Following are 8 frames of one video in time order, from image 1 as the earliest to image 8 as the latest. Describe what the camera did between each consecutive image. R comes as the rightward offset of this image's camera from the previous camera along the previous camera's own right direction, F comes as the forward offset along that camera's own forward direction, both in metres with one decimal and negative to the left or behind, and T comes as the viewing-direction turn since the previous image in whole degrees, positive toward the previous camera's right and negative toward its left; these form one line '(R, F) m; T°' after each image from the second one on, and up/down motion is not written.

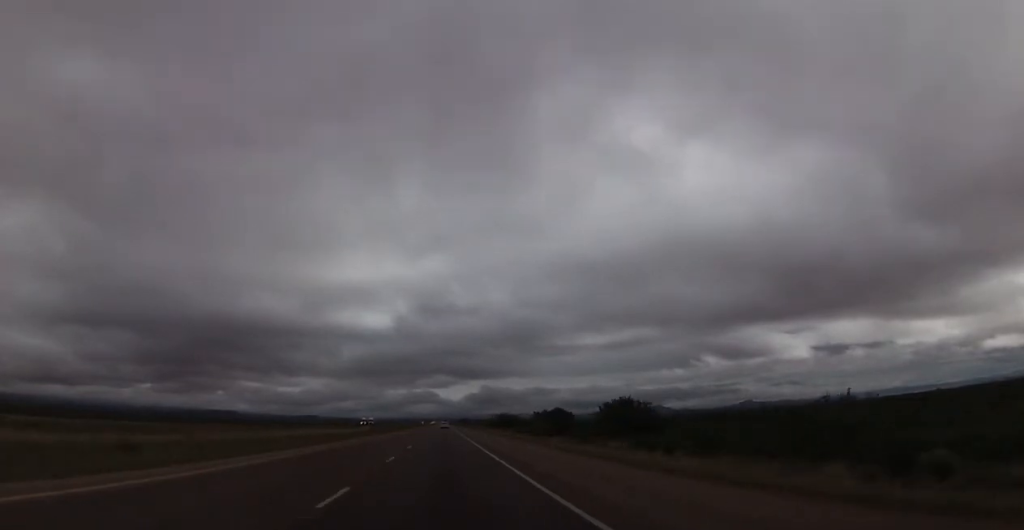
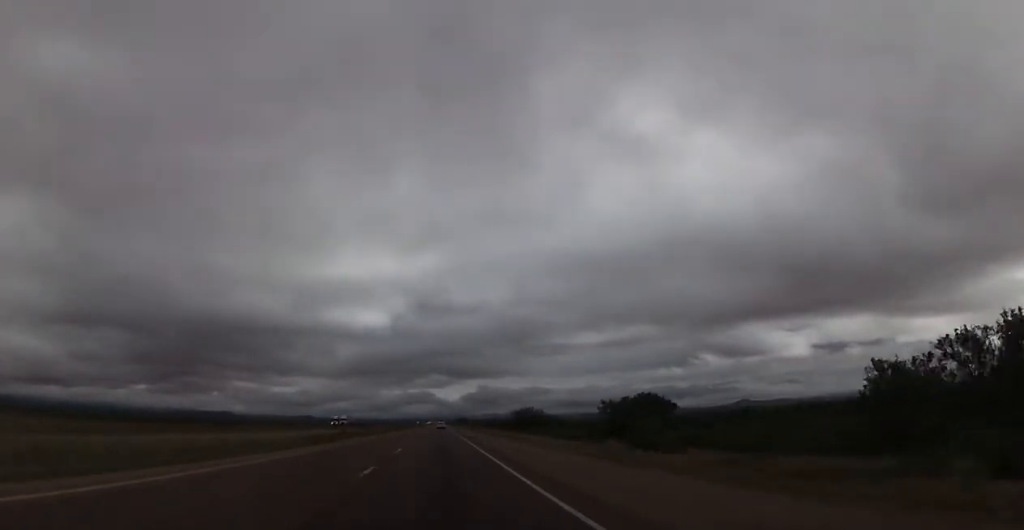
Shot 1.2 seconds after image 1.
(-0.3, +42.4) m; 0°
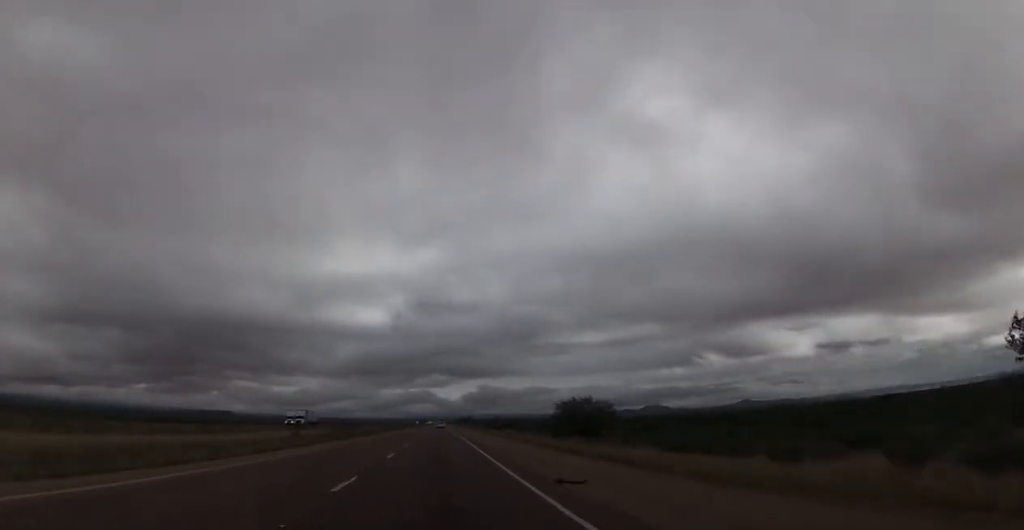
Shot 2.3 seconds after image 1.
(+0.3, +40.0) m; +1°
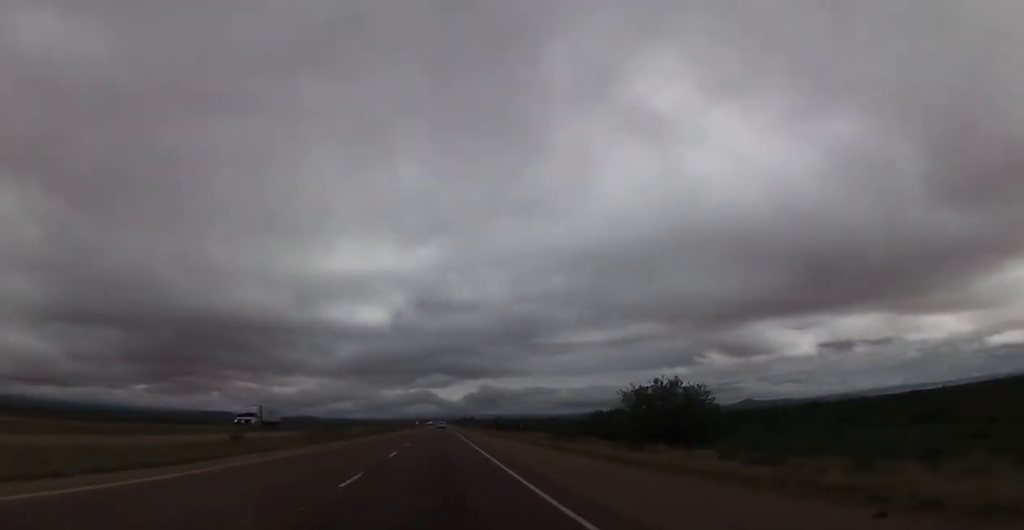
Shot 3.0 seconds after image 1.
(+0.3, +23.5) m; 0°
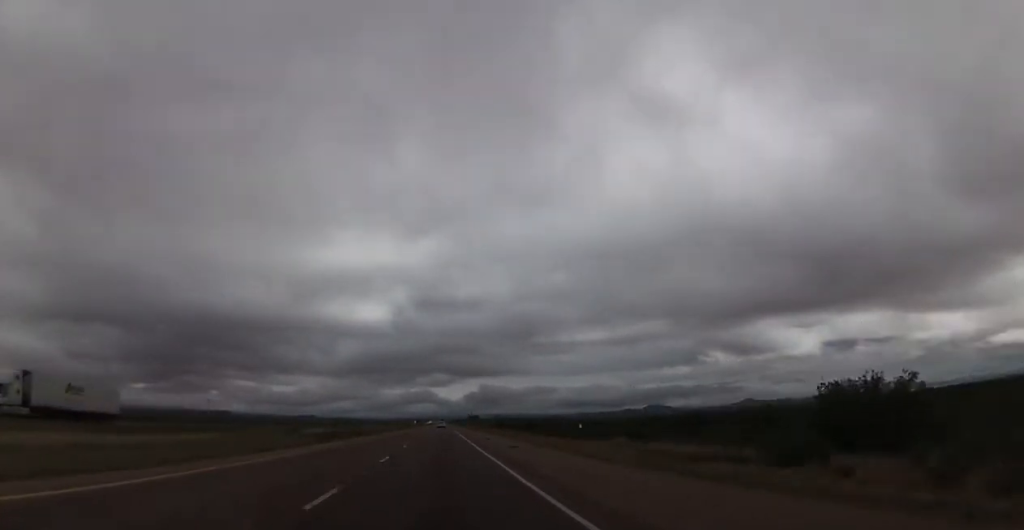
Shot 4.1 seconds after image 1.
(-0.5, +40.0) m; -1°
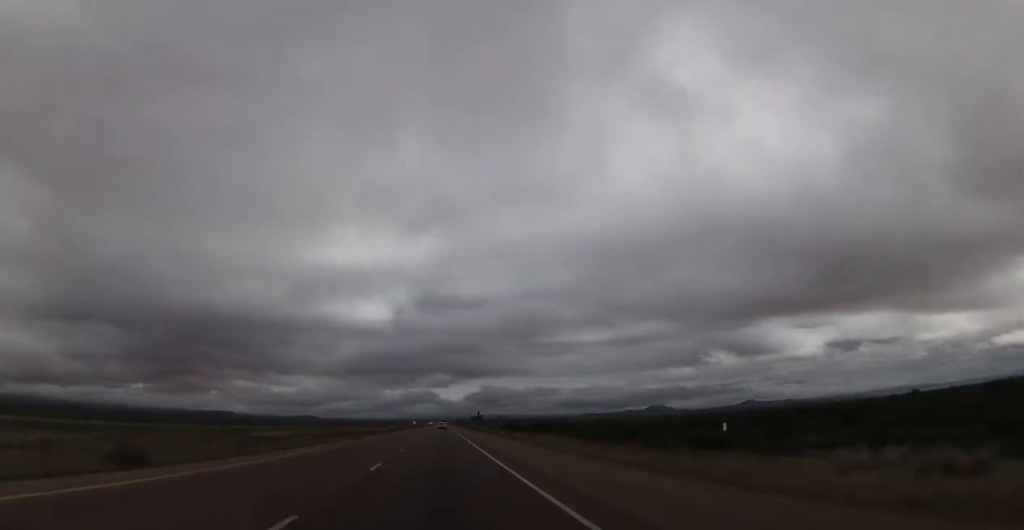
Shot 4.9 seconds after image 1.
(0.0, +28.3) m; -1°
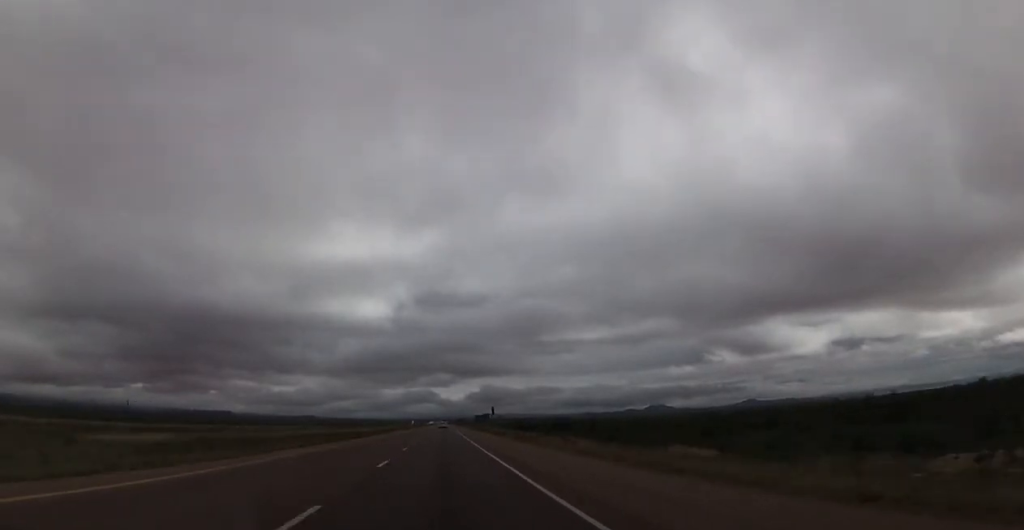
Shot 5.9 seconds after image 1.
(-0.4, +35.3) m; 0°
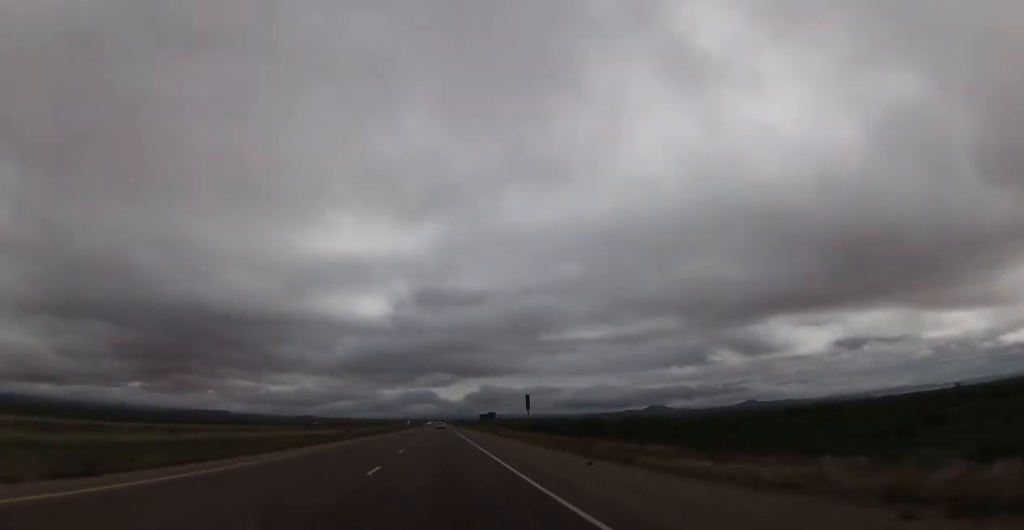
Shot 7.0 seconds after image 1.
(+0.6, +38.9) m; +1°
